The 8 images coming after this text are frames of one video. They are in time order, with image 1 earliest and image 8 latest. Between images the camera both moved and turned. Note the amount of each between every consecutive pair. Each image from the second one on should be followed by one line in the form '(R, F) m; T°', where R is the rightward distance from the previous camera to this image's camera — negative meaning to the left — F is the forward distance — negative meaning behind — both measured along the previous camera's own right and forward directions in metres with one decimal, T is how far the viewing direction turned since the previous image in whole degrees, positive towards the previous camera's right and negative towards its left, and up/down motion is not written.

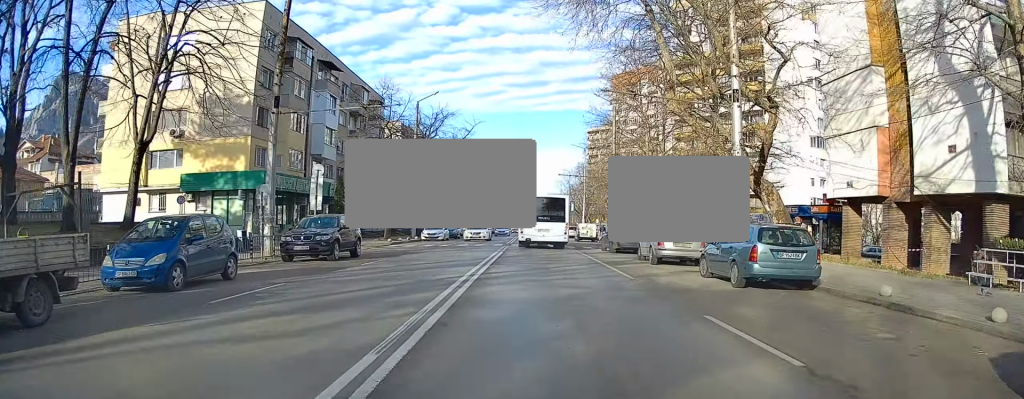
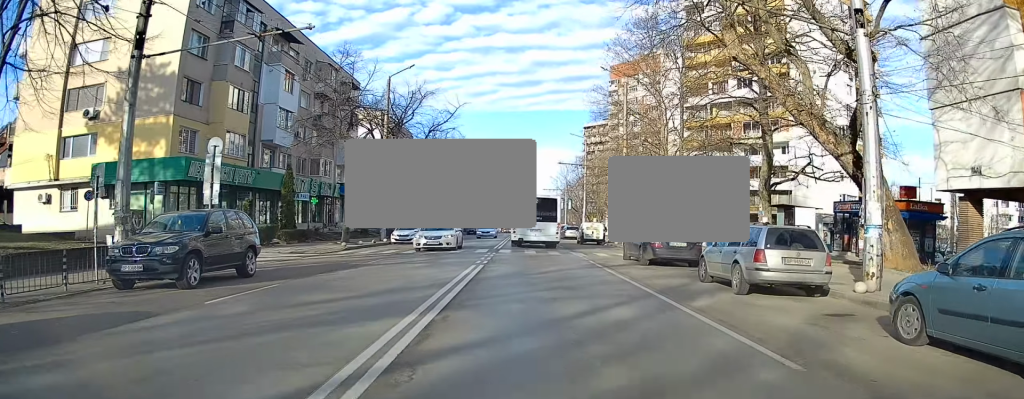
(0.0, +9.1) m; +2°
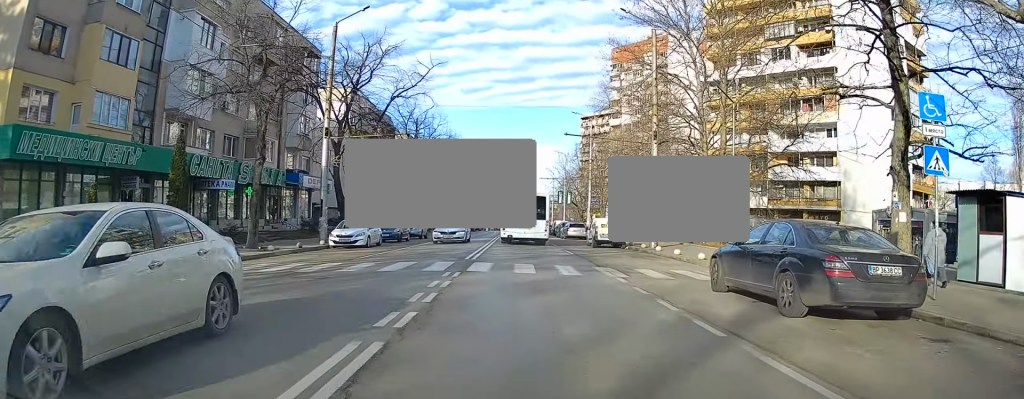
(+0.5, +12.2) m; +1°
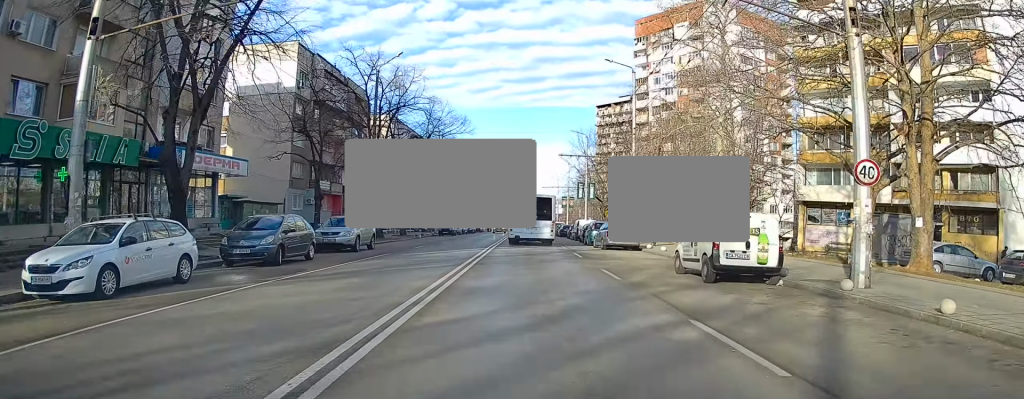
(-1.1, +20.5) m; -2°
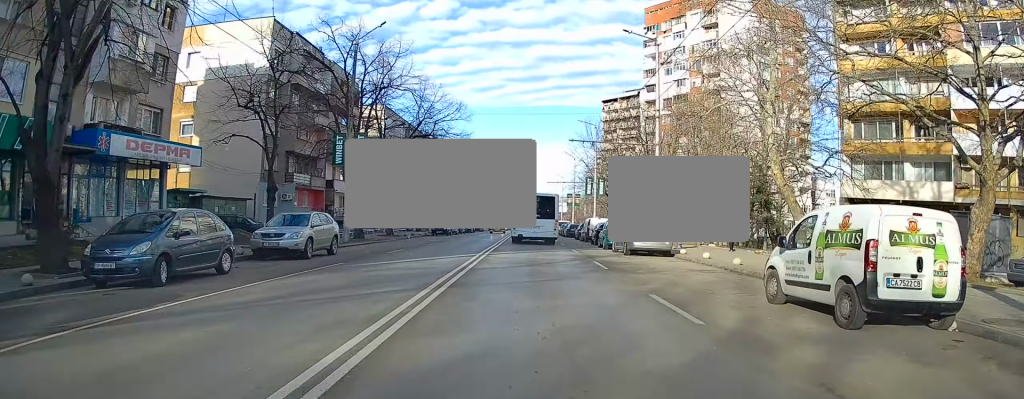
(+0.2, +6.7) m; +2°
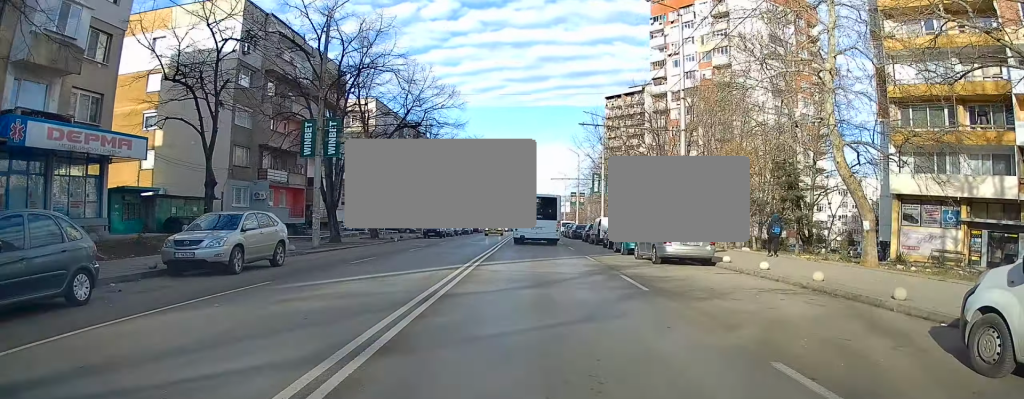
(+0.1, +5.5) m; +1°
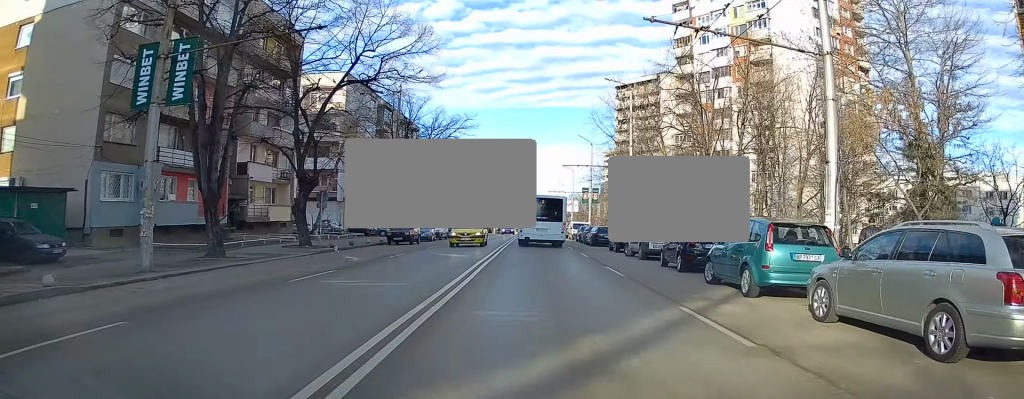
(-0.2, +14.3) m; -2°
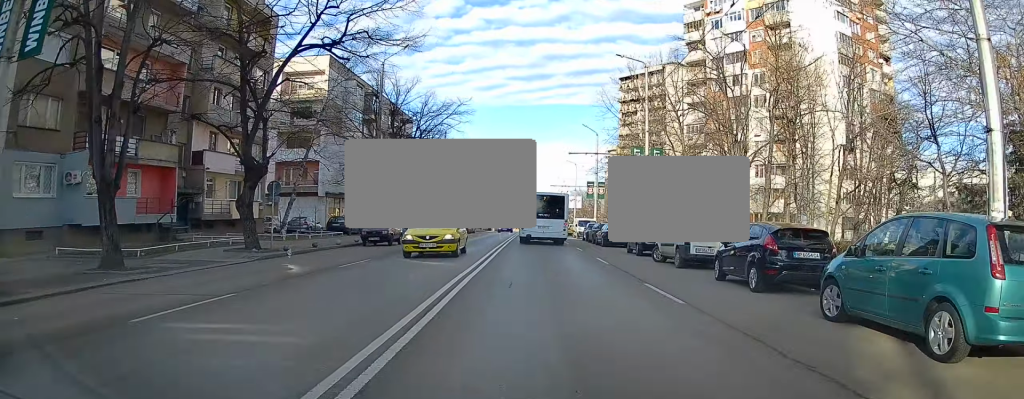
(-0.1, +6.1) m; -1°
